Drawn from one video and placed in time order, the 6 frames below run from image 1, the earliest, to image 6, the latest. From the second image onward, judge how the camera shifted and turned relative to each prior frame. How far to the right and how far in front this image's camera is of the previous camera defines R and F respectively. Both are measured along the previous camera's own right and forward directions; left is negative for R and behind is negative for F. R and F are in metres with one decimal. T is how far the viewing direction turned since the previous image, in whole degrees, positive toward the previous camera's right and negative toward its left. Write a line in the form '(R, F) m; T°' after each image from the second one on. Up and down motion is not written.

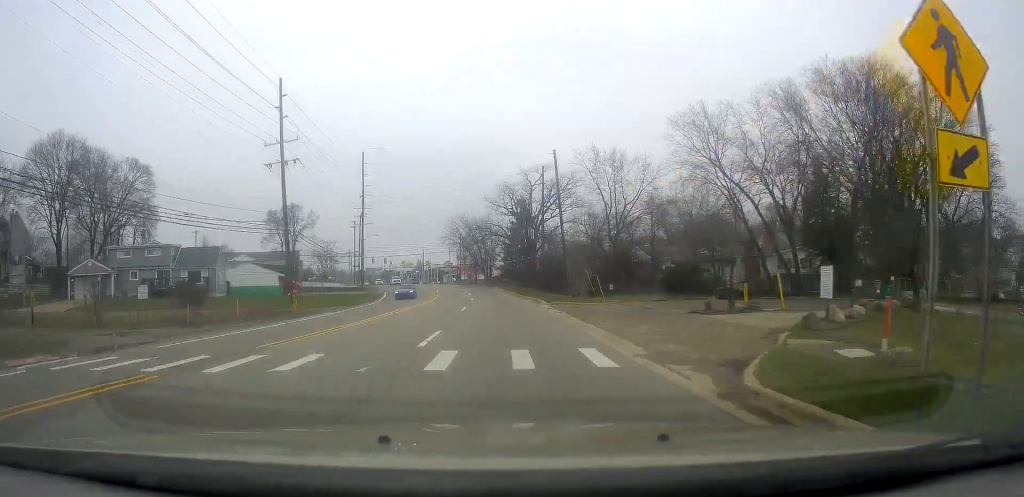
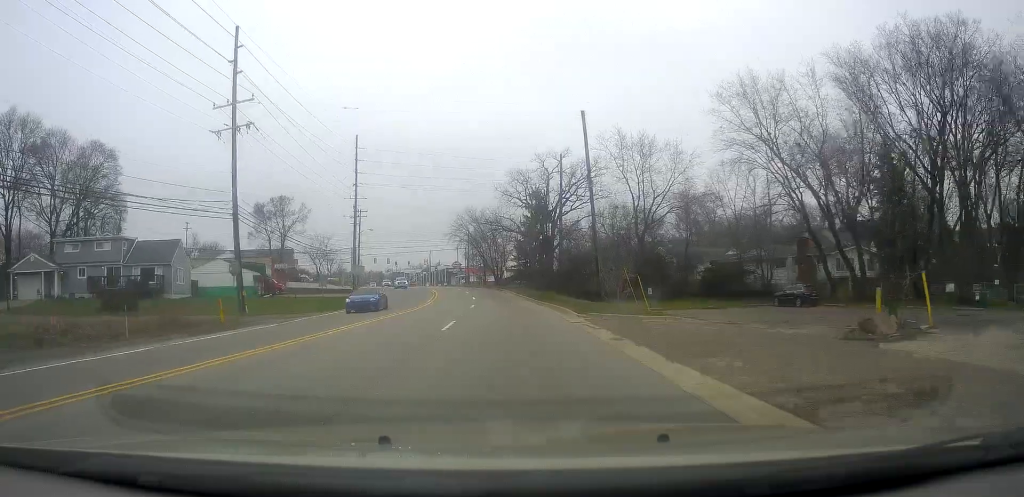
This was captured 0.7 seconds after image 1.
(-0.3, +11.3) m; -3°
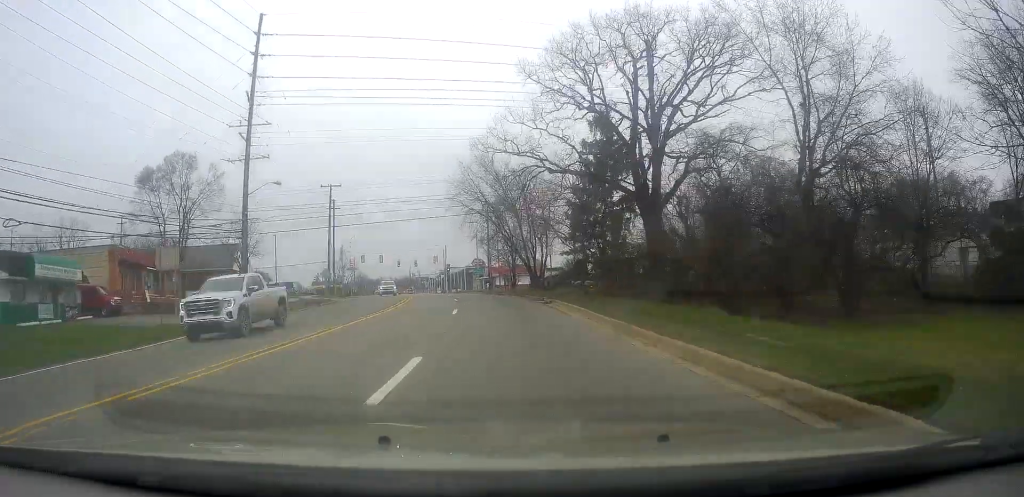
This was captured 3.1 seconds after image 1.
(-3.3, +41.0) m; -6°
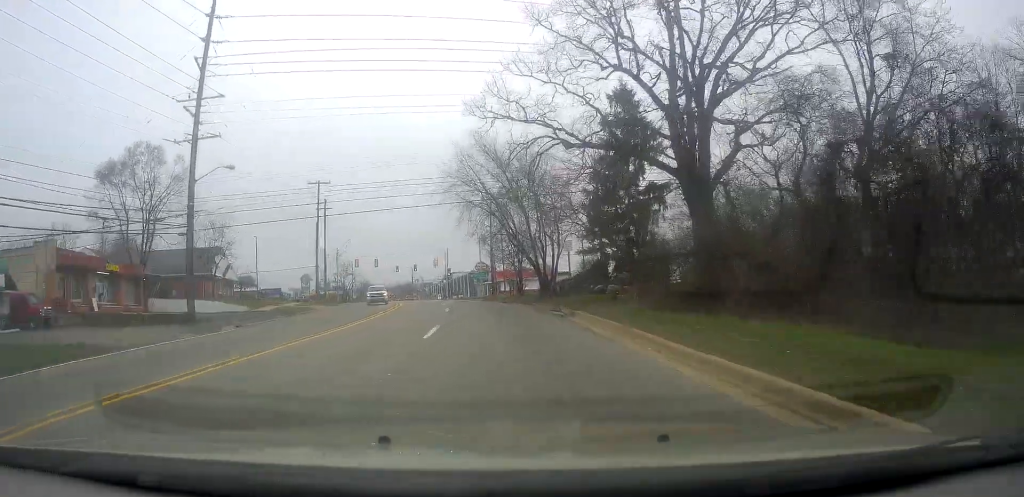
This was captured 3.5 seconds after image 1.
(+0.2, +7.9) m; 0°
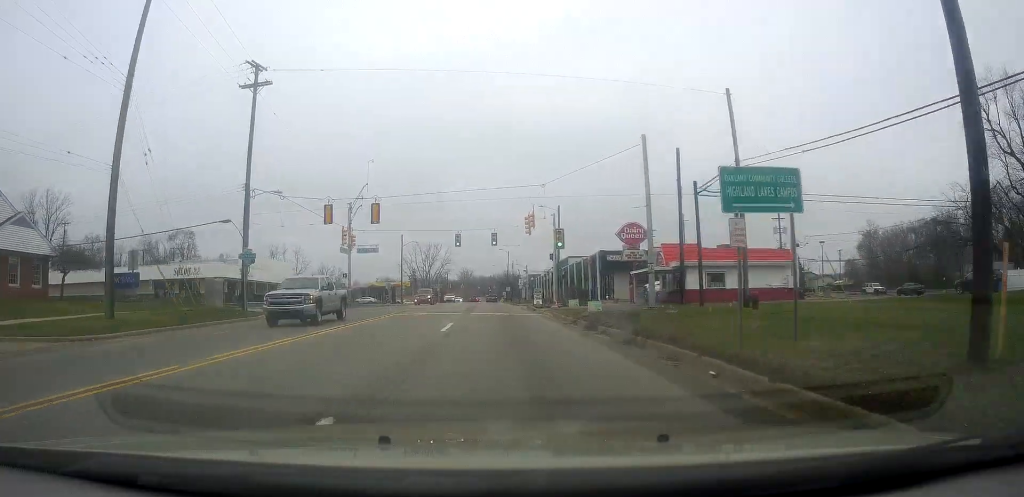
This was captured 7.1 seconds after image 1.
(-4.7, +58.1) m; -10°
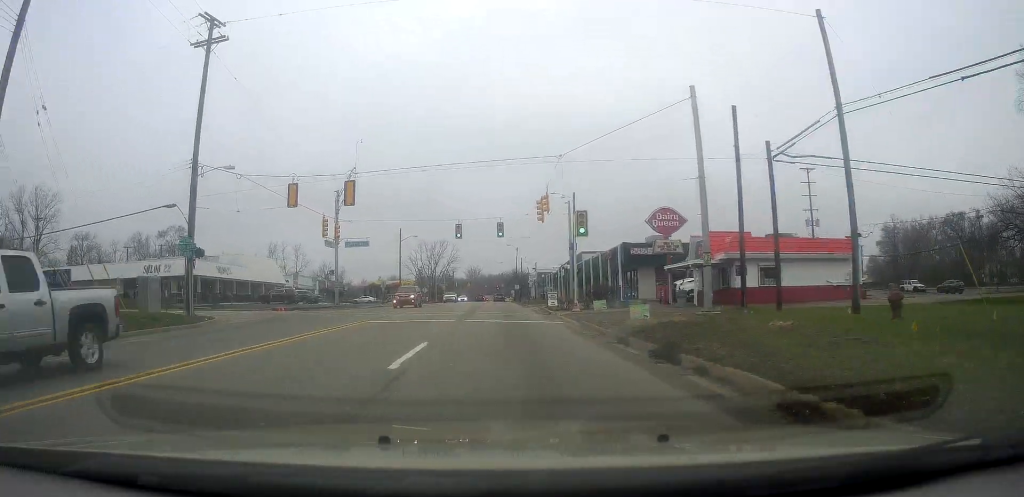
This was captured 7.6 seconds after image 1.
(+0.4, +7.9) m; 0°
